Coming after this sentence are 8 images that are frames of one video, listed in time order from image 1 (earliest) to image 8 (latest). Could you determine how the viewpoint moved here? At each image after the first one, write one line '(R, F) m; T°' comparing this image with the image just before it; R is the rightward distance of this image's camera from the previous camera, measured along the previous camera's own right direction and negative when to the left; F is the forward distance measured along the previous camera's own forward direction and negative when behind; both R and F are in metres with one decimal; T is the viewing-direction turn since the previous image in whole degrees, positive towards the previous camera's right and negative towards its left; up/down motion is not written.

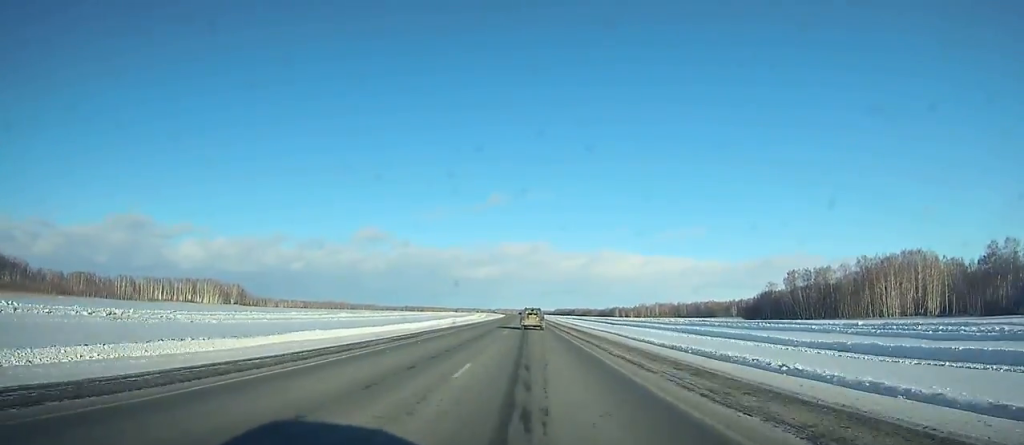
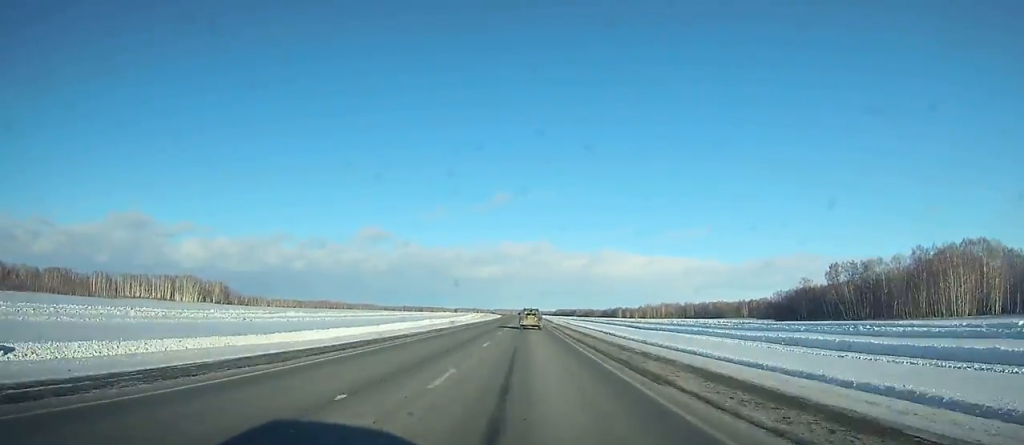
(-0.1, +36.2) m; 0°
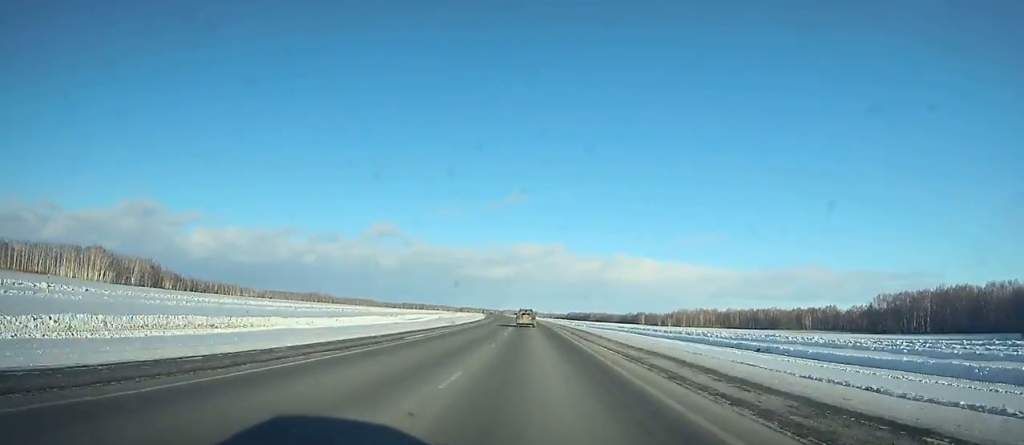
(-1.2, +140.6) m; -1°
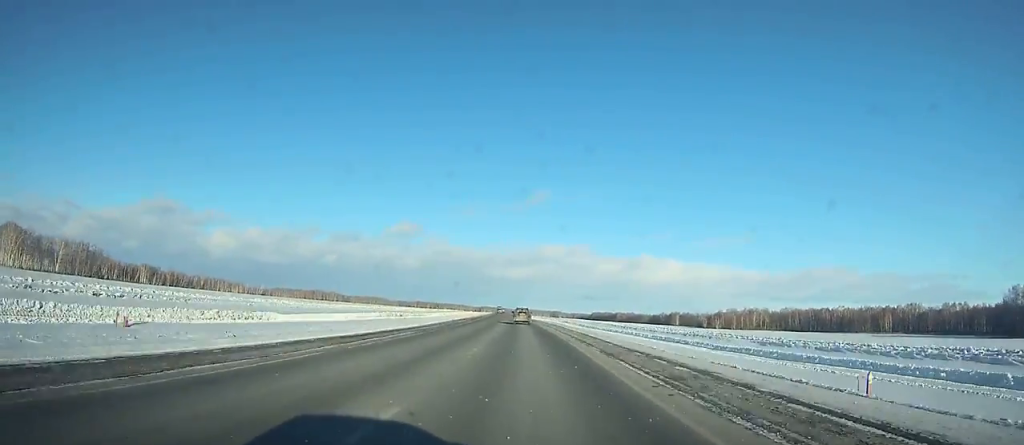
(-1.1, +101.2) m; -2°
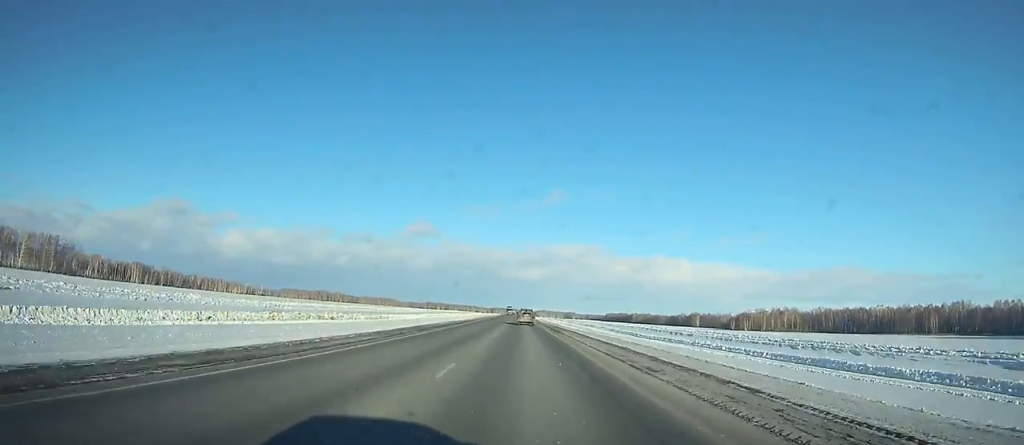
(0.0, +42.4) m; -1°
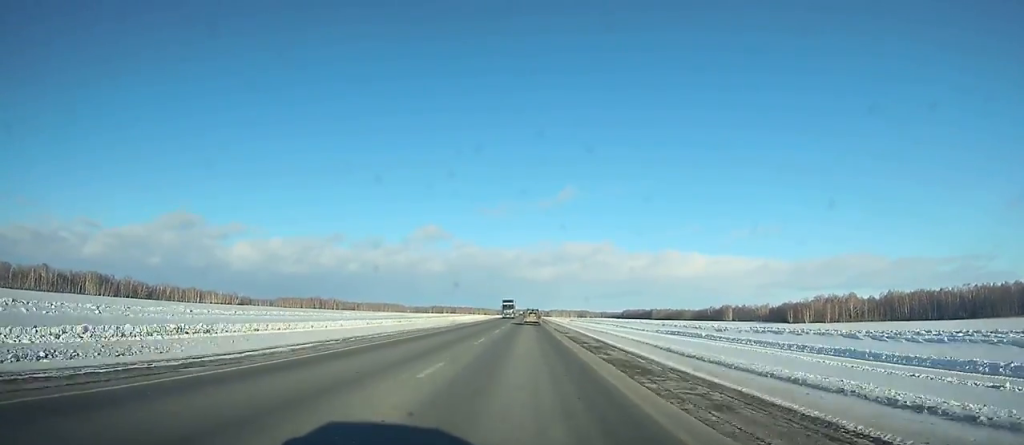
(-2.3, +95.9) m; -1°
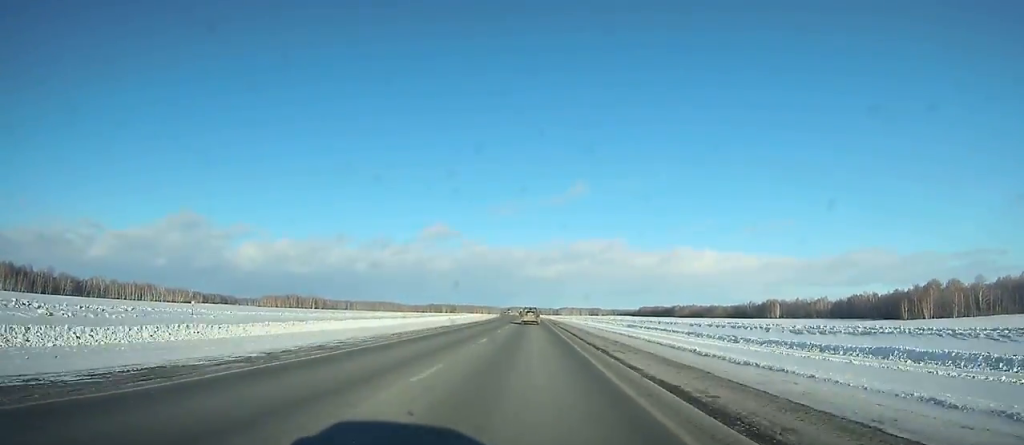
(-0.5, +132.2) m; 0°
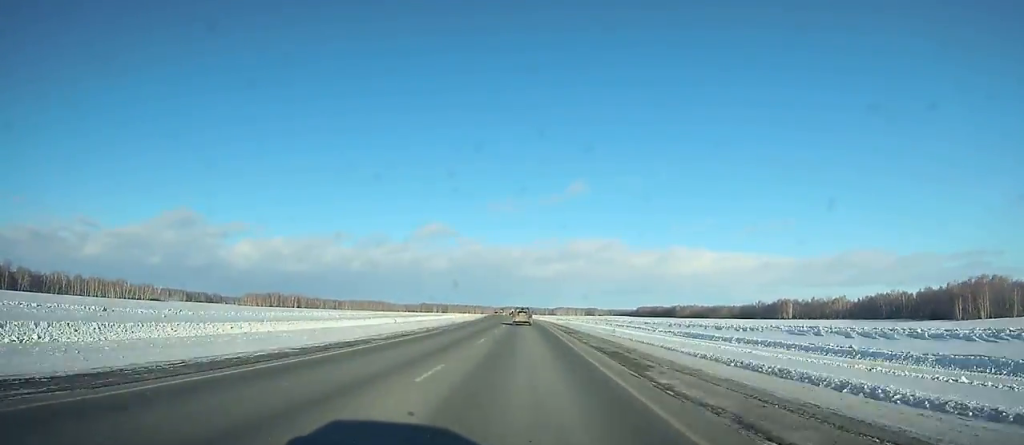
(-0.2, +47.3) m; 0°
